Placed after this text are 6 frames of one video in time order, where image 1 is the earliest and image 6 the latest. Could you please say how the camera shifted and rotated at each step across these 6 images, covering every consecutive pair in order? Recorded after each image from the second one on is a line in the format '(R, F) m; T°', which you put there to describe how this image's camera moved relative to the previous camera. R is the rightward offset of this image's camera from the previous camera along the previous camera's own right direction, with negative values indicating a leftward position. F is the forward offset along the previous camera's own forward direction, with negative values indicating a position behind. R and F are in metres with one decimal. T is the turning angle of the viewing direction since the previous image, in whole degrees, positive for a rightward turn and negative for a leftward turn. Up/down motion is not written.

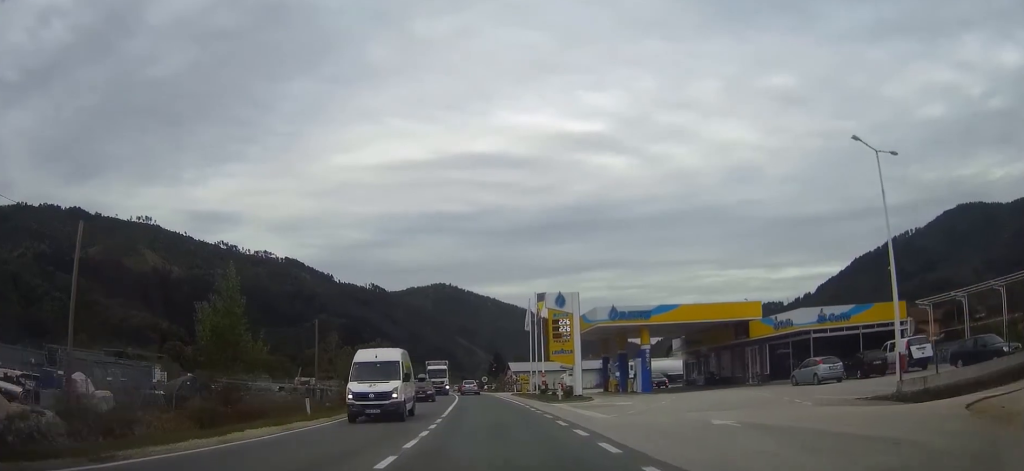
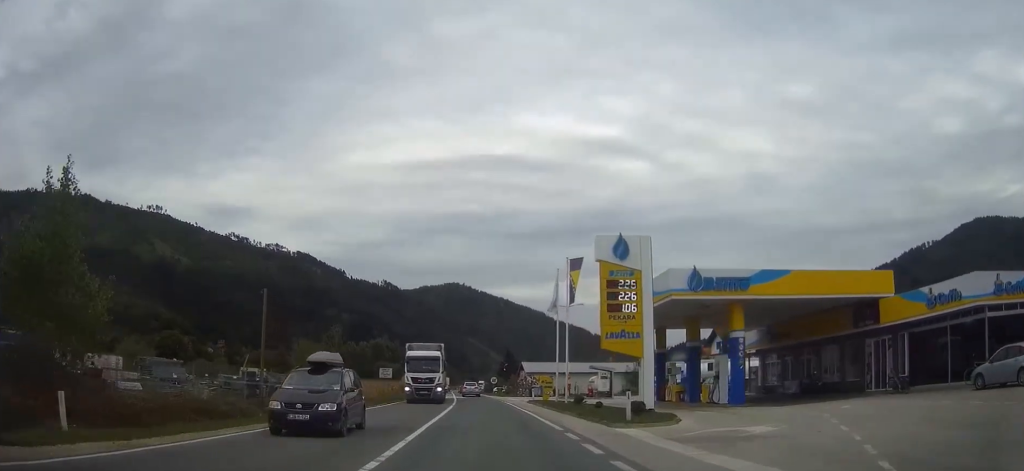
(-0.2, +16.6) m; -1°
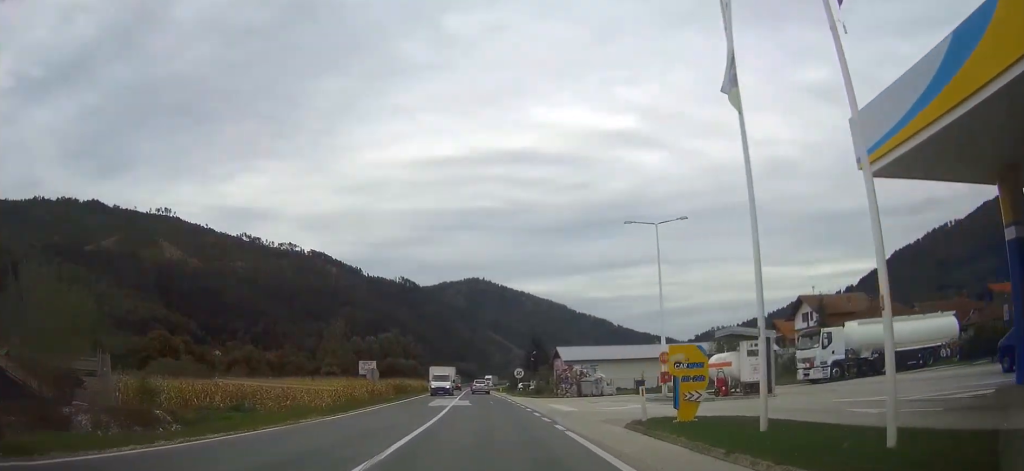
(-0.4, +31.1) m; -2°
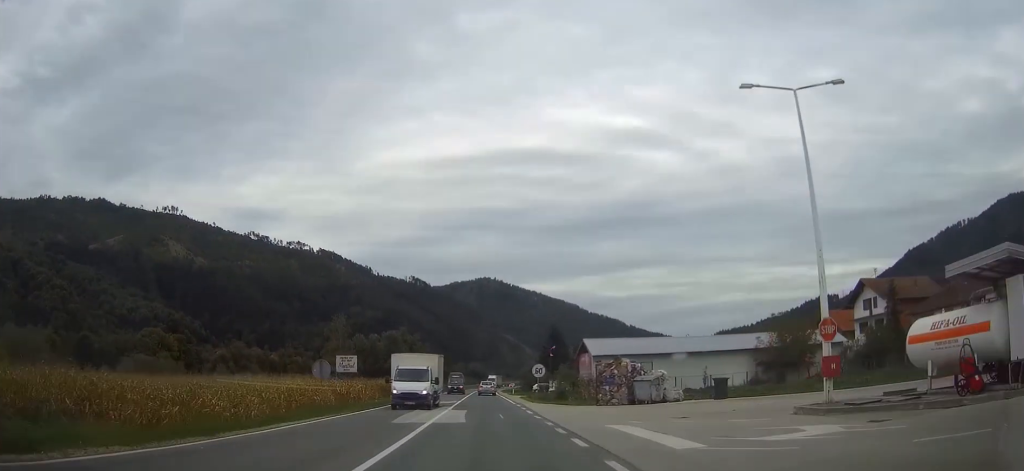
(-0.2, +16.2) m; -1°
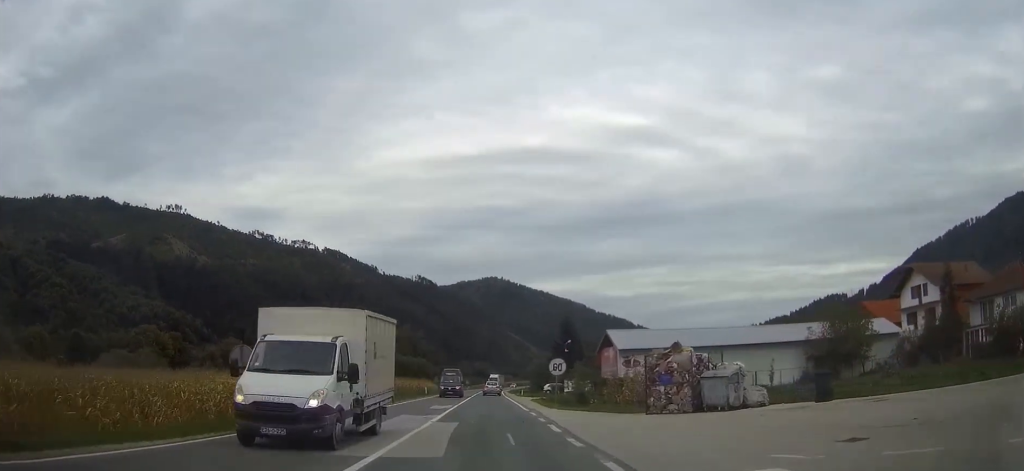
(-0.1, +10.6) m; -1°
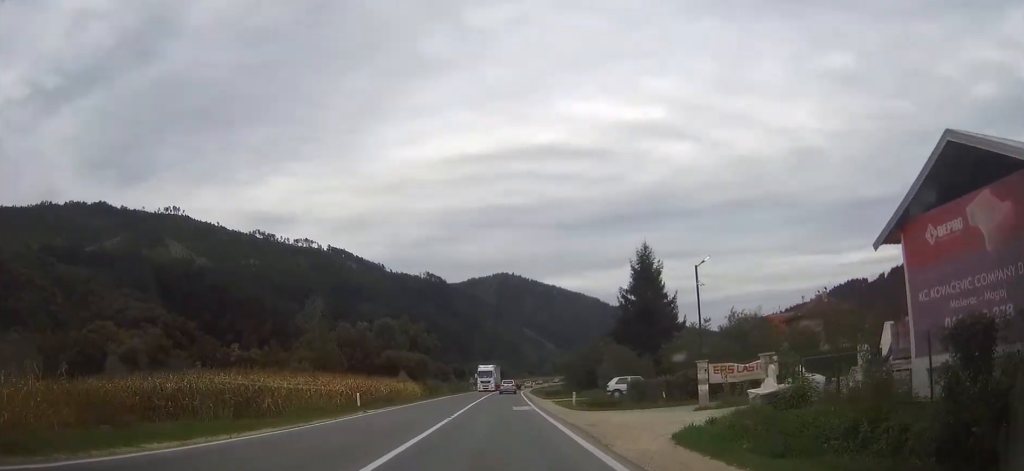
(-0.6, +43.4) m; -1°
